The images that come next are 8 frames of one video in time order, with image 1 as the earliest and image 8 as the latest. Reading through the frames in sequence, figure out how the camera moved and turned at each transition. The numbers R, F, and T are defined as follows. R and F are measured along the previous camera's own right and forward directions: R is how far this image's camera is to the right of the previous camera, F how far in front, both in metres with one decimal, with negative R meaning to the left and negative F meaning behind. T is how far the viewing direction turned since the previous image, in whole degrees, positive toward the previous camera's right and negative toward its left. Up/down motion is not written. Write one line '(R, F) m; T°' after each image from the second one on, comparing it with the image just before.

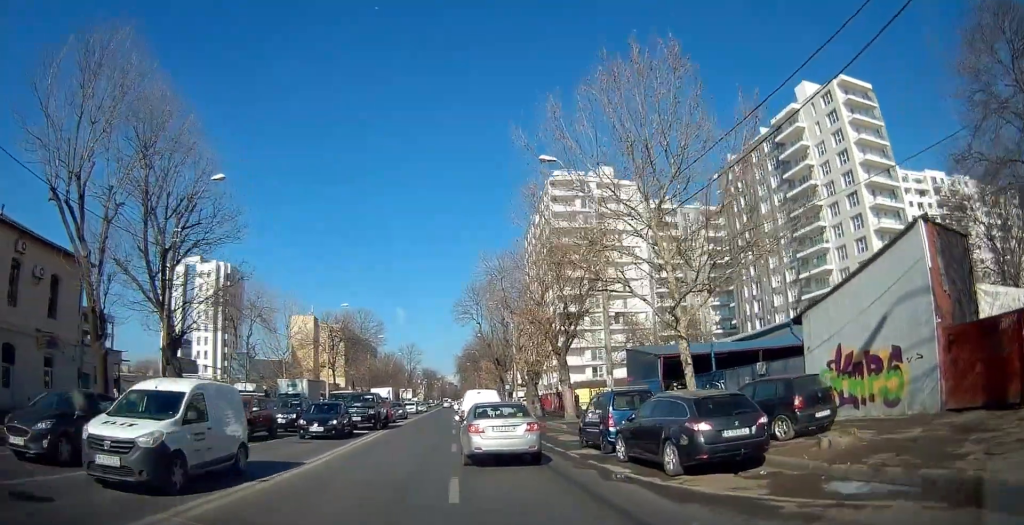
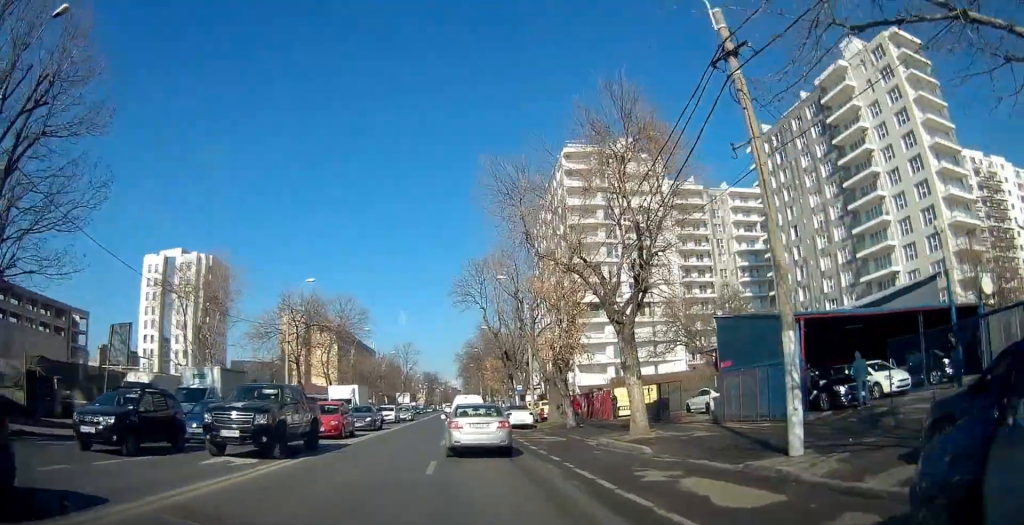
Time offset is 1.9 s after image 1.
(+0.2, +13.7) m; +2°
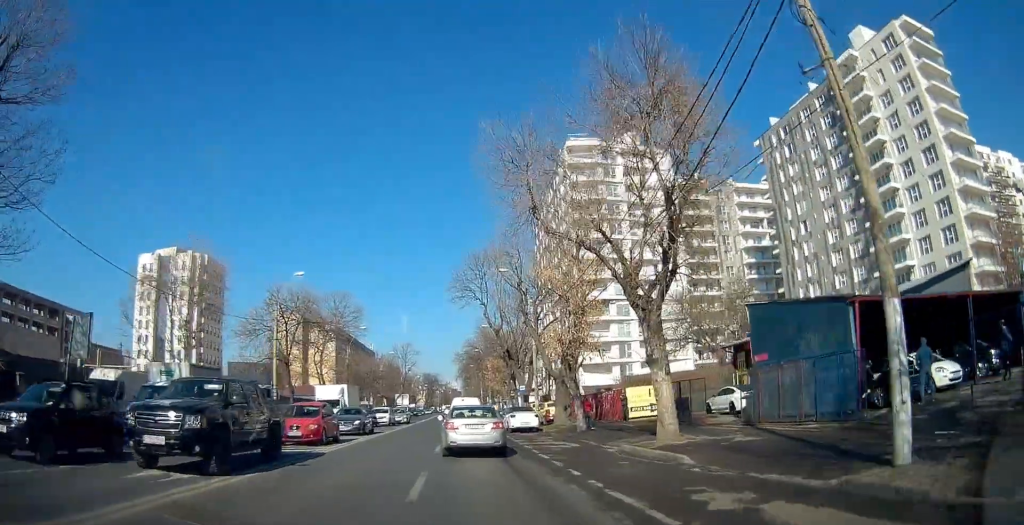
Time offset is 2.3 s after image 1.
(0.0, +2.8) m; 0°
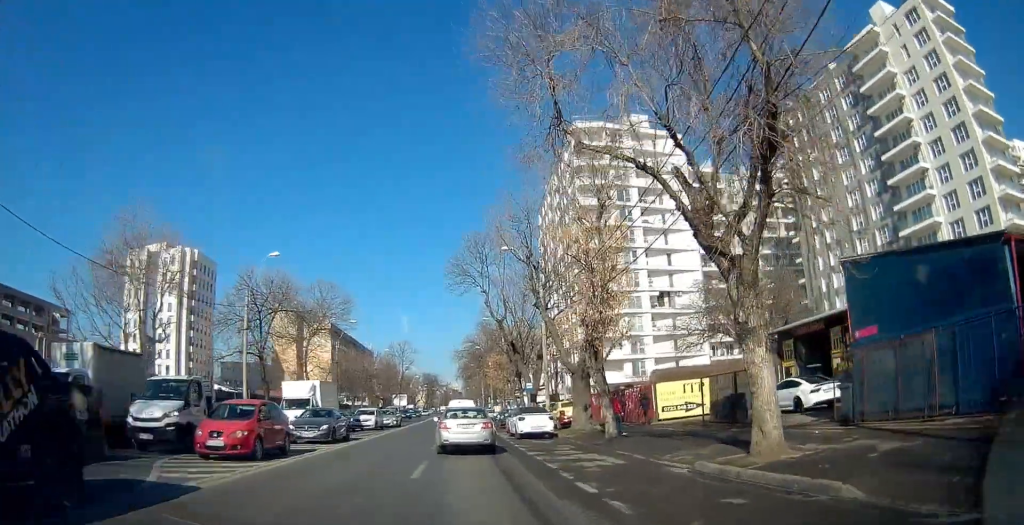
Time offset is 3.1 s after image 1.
(-0.1, +5.5) m; -1°
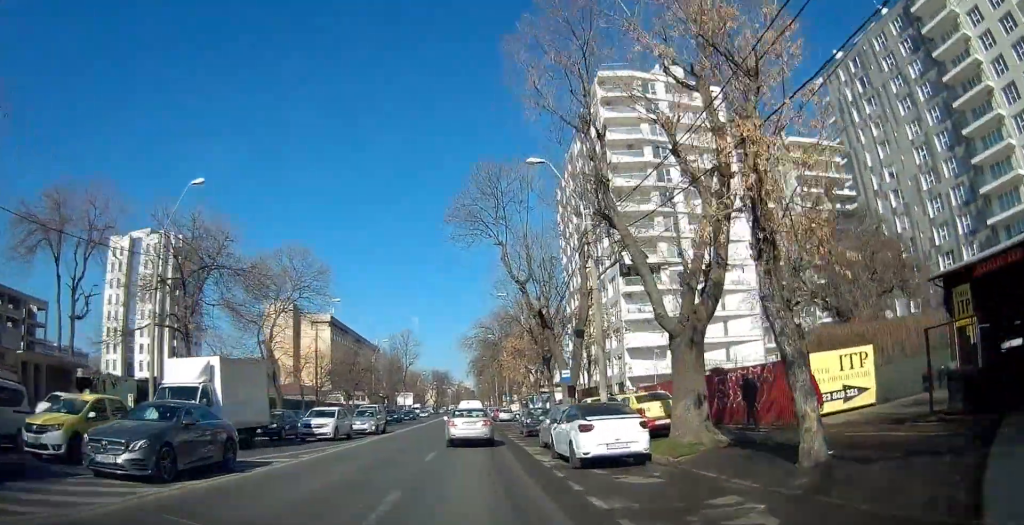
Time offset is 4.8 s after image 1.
(-0.5, +12.3) m; -4°
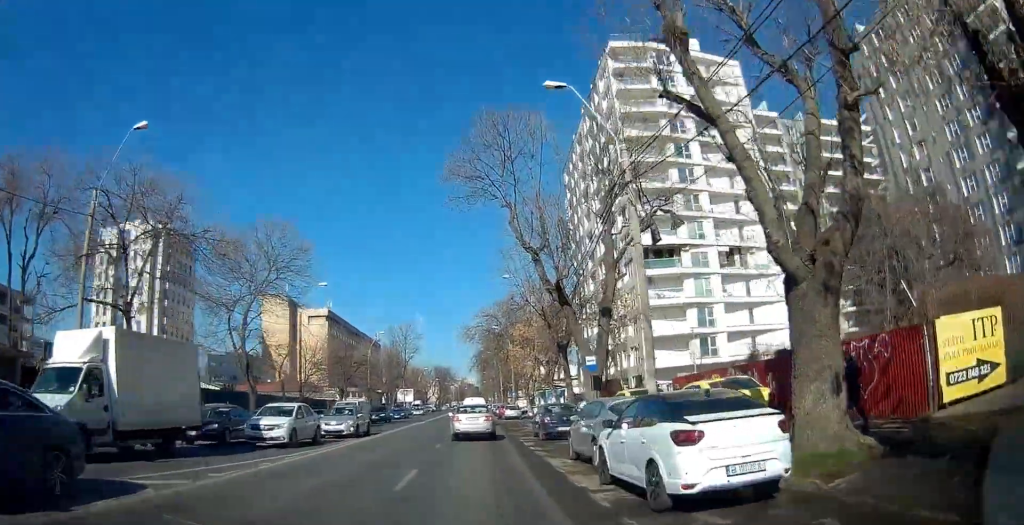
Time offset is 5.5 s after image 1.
(-0.1, +5.8) m; 0°
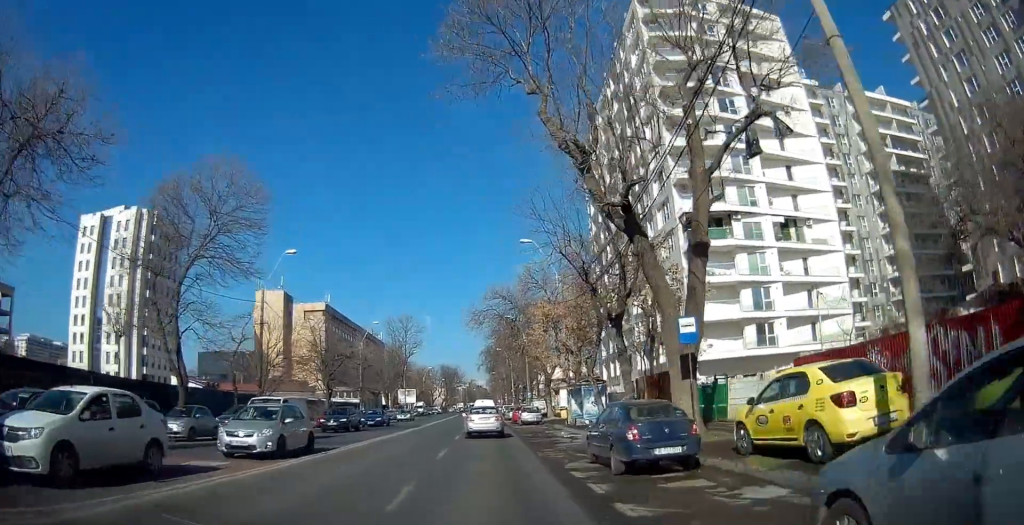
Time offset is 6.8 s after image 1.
(+0.1, +10.4) m; 0°
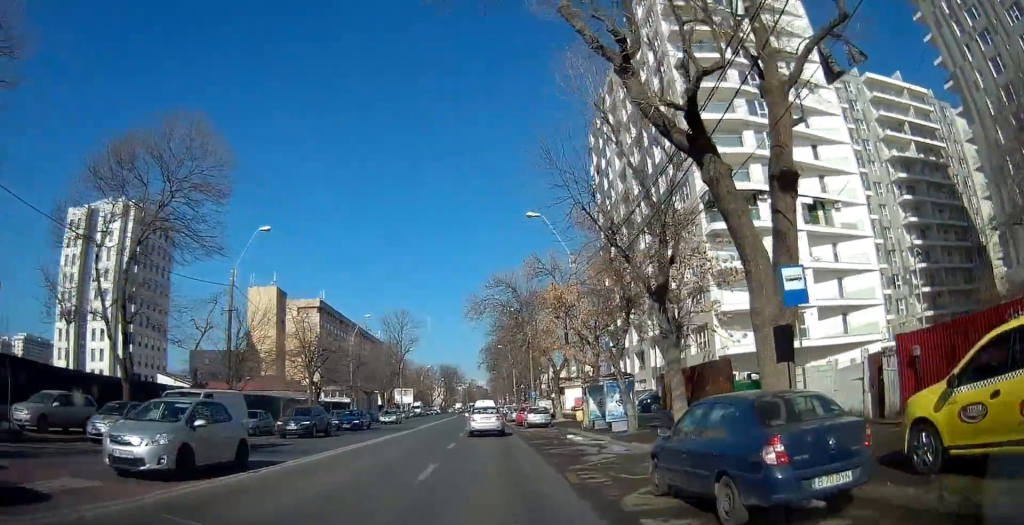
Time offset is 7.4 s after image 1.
(0.0, +4.9) m; 0°
